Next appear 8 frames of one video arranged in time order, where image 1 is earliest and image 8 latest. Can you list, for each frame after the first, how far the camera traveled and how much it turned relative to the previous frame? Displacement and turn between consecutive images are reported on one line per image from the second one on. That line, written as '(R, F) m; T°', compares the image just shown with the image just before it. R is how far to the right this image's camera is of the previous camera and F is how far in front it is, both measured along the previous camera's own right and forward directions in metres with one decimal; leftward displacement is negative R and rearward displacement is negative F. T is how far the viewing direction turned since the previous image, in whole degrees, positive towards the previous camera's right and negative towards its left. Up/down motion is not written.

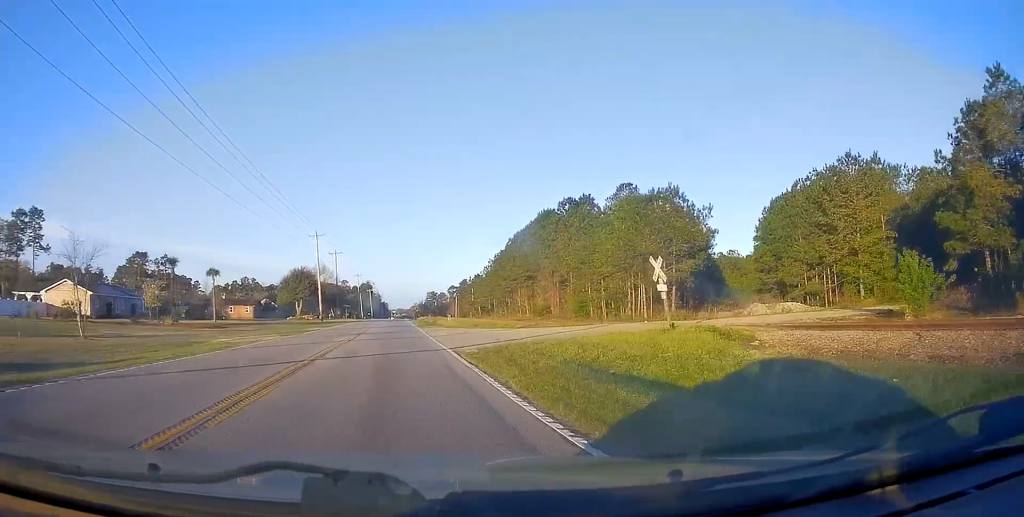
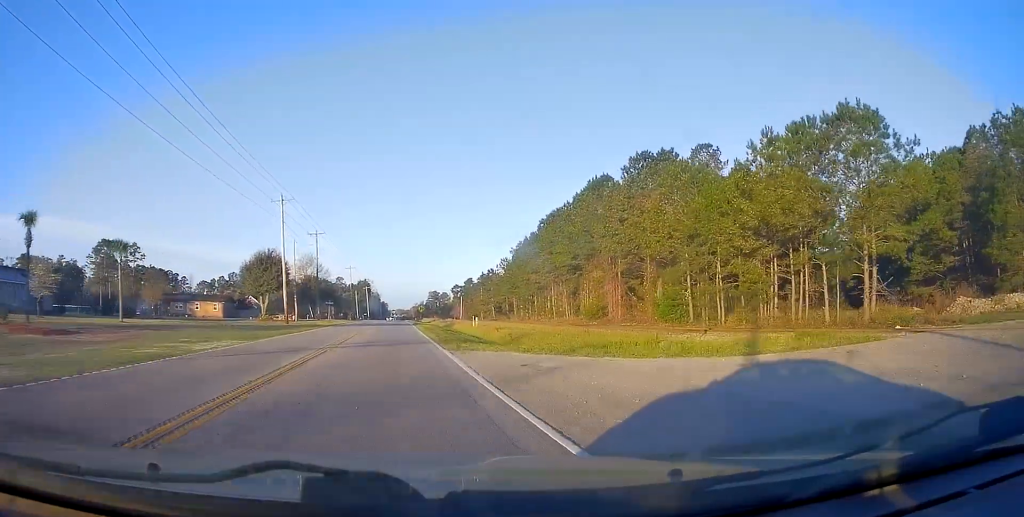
(+0.1, +25.7) m; +1°
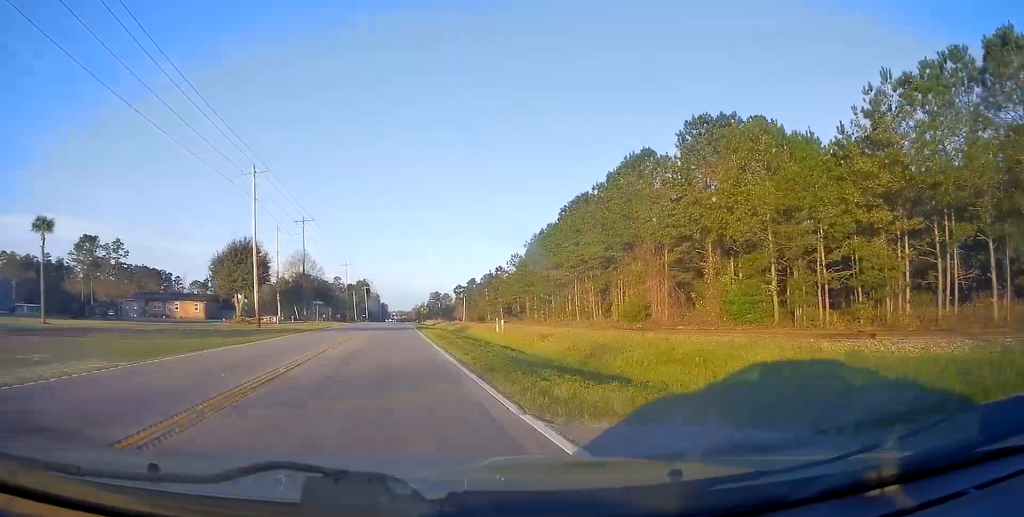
(+0.3, +11.9) m; 0°
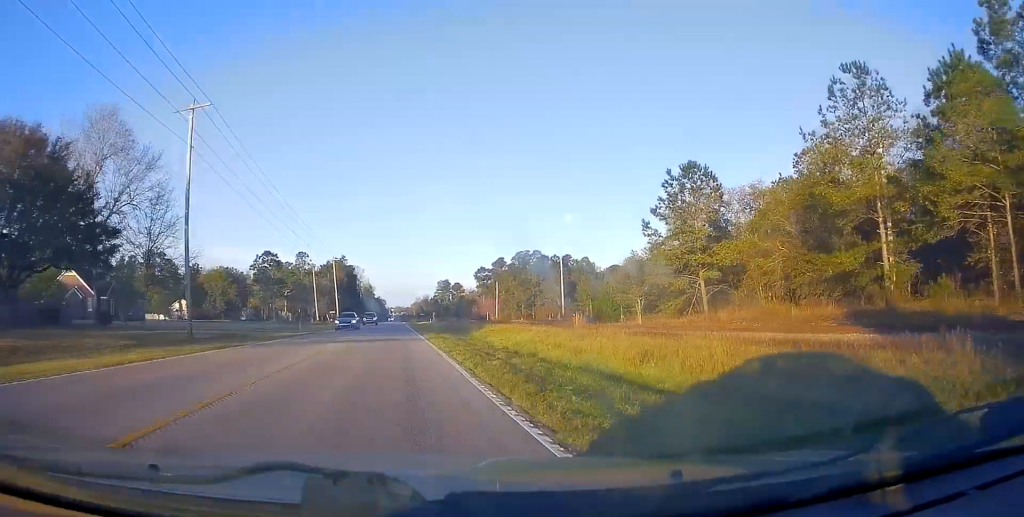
(-1.1, +95.0) m; -1°
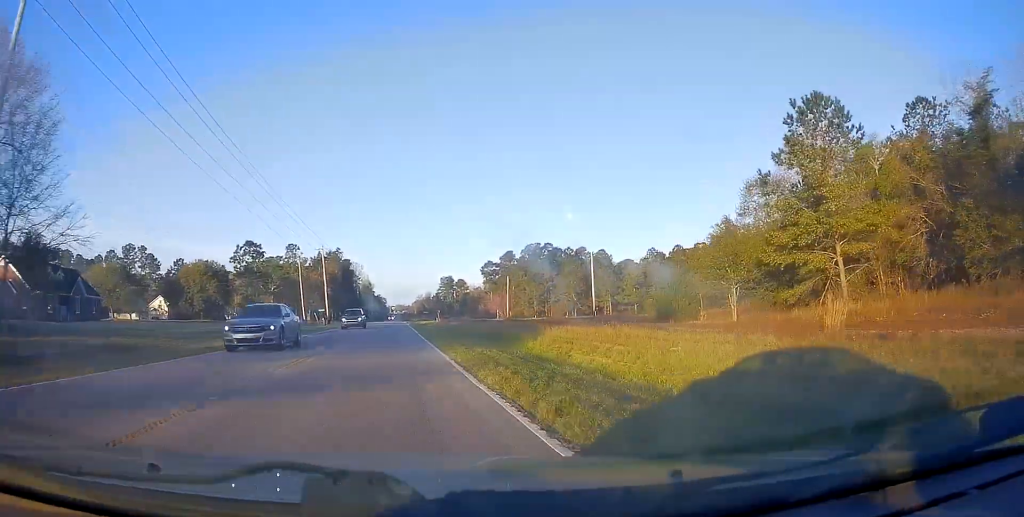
(0.0, +17.0) m; 0°
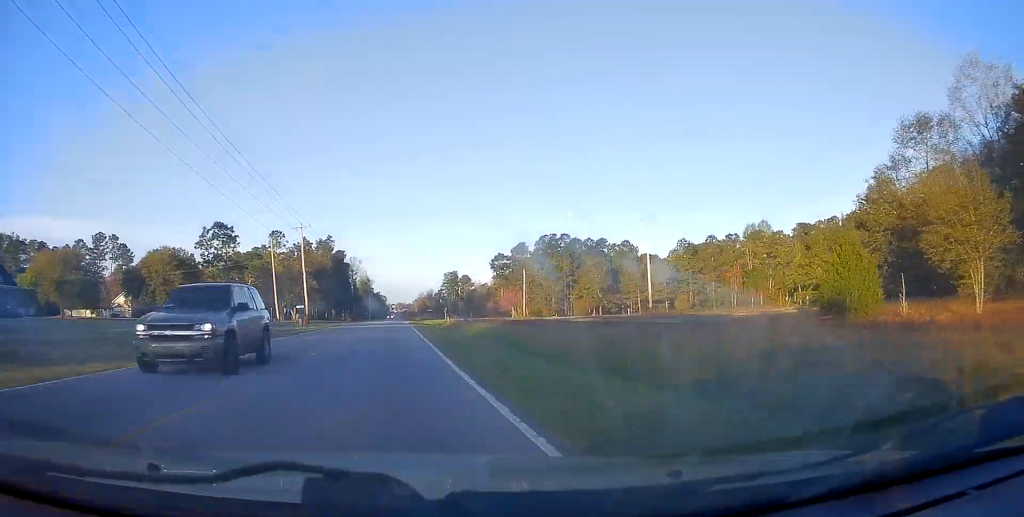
(0.0, +21.1) m; 0°
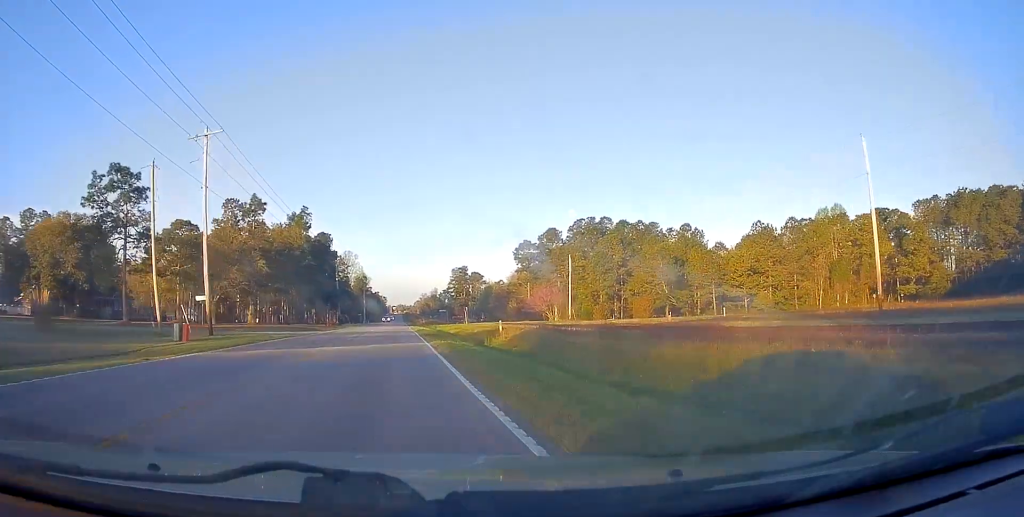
(-0.3, +37.9) m; +1°
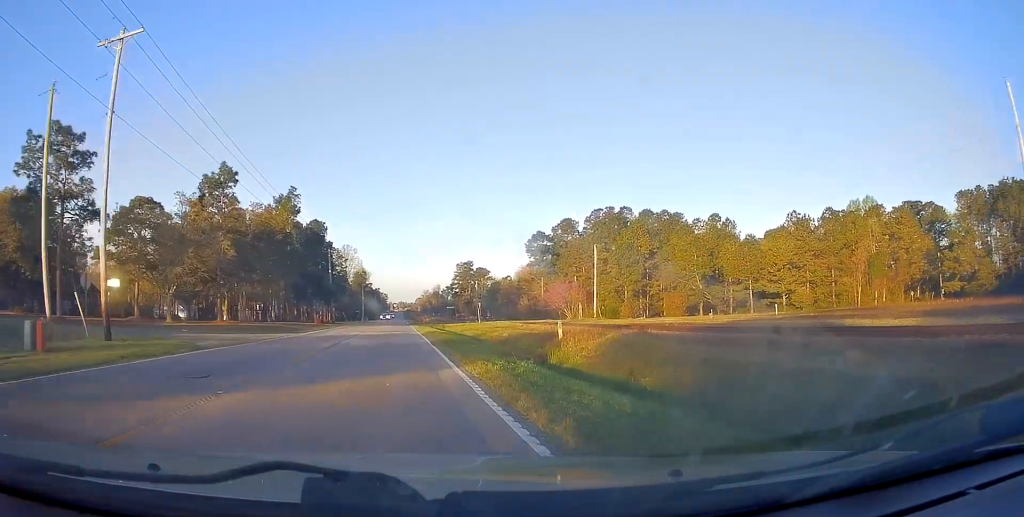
(+0.3, +13.1) m; 0°
